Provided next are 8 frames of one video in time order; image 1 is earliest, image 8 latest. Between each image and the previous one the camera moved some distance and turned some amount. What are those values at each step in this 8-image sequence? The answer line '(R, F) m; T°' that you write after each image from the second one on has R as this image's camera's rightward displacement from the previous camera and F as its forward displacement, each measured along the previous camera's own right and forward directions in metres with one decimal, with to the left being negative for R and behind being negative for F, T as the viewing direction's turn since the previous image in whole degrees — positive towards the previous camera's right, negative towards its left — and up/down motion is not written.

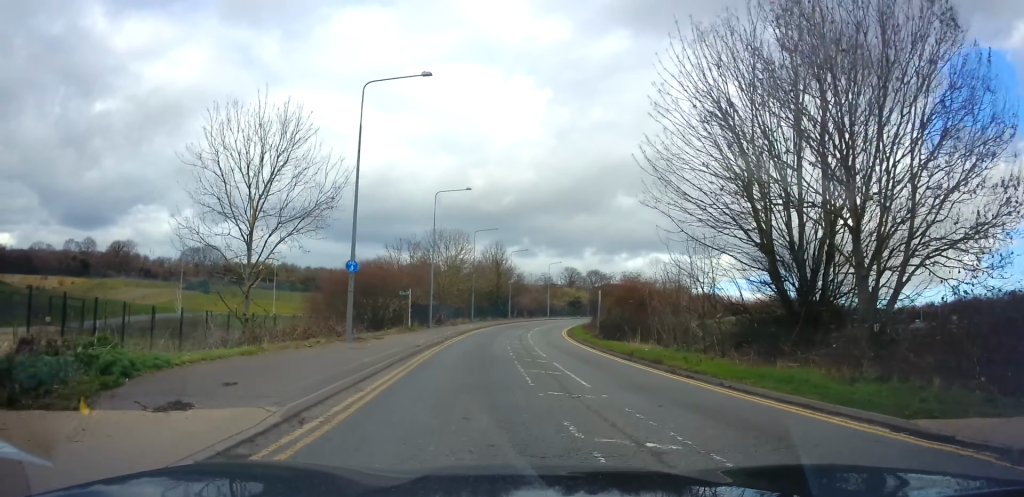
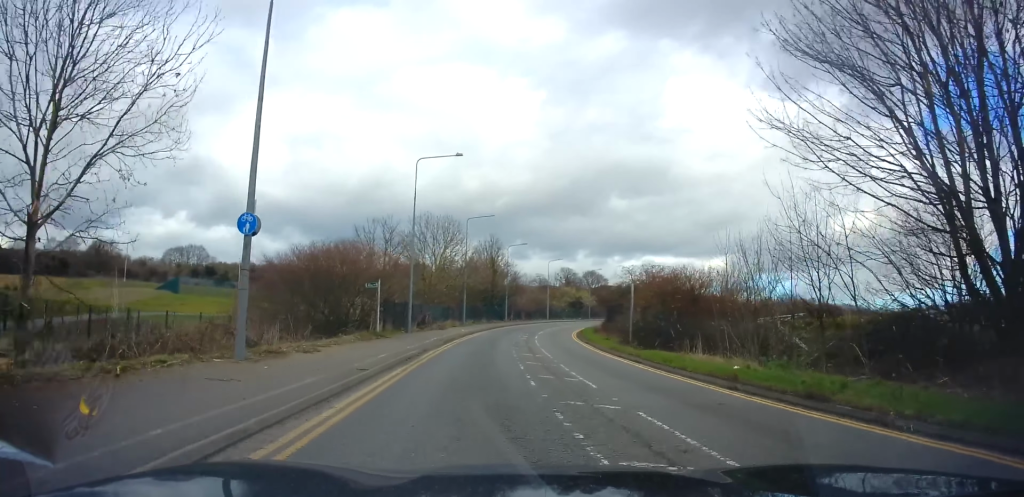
(0.0, +9.1) m; +1°
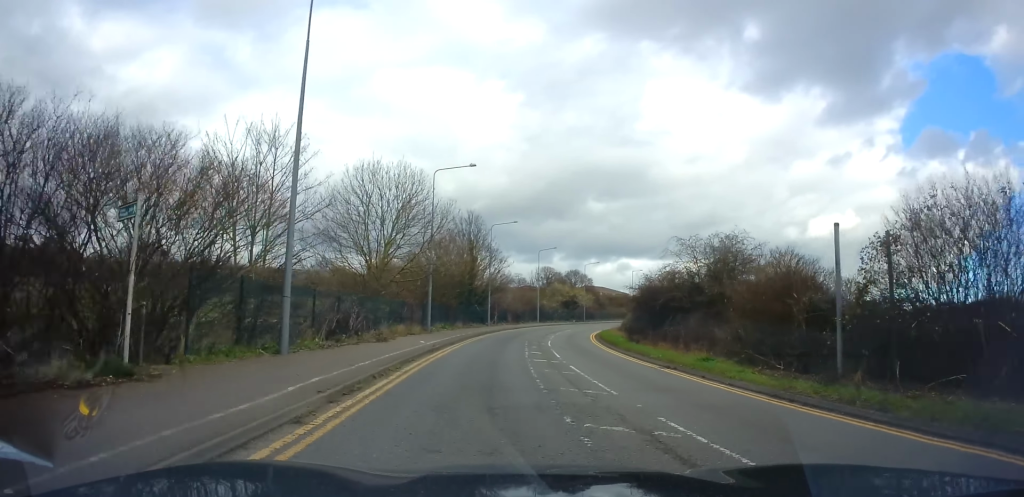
(+0.7, +17.7) m; +3°
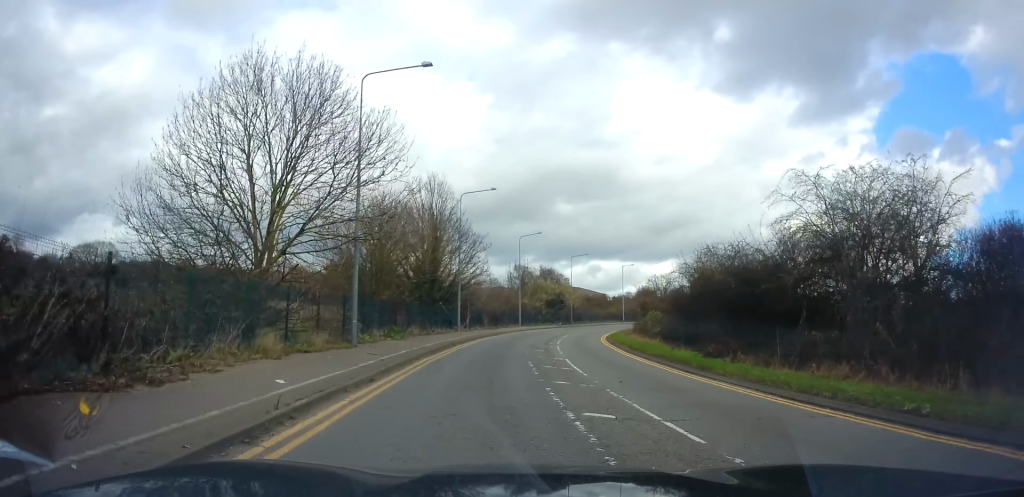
(0.0, +14.2) m; +2°
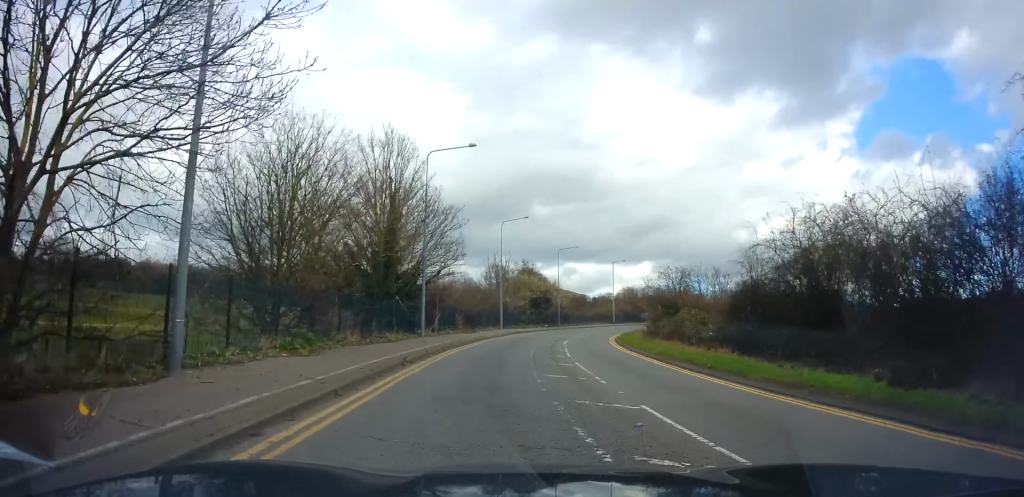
(+0.3, +10.5) m; +3°
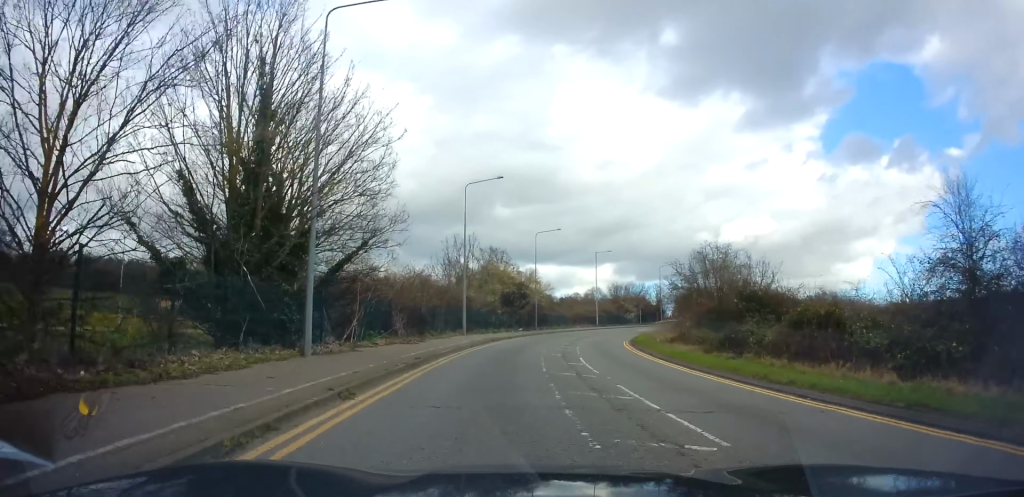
(+0.4, +14.7) m; +5°
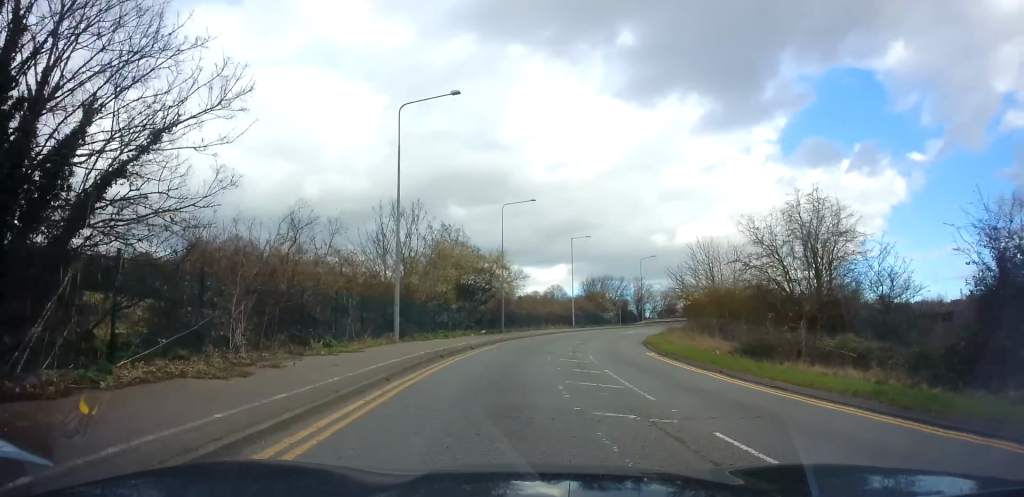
(+0.9, +13.9) m; +5°
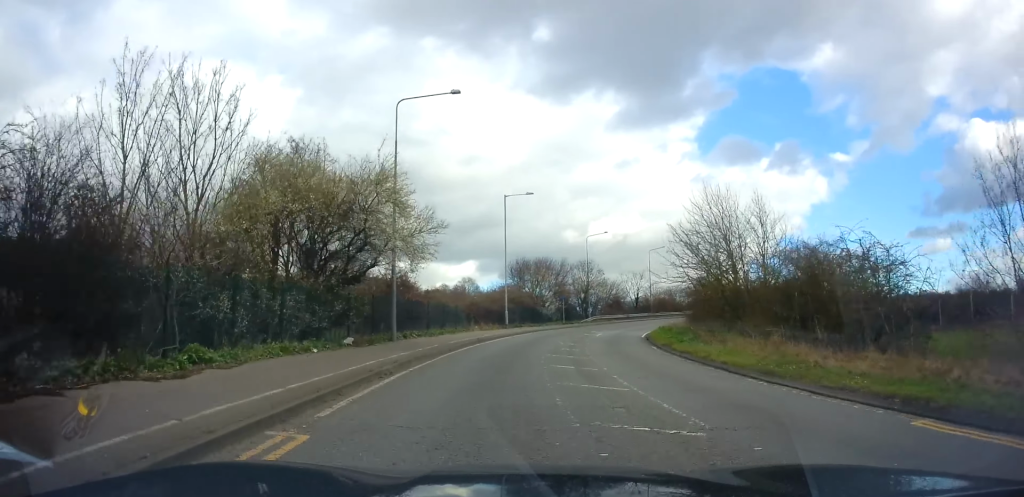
(+0.9, +20.5) m; +7°
